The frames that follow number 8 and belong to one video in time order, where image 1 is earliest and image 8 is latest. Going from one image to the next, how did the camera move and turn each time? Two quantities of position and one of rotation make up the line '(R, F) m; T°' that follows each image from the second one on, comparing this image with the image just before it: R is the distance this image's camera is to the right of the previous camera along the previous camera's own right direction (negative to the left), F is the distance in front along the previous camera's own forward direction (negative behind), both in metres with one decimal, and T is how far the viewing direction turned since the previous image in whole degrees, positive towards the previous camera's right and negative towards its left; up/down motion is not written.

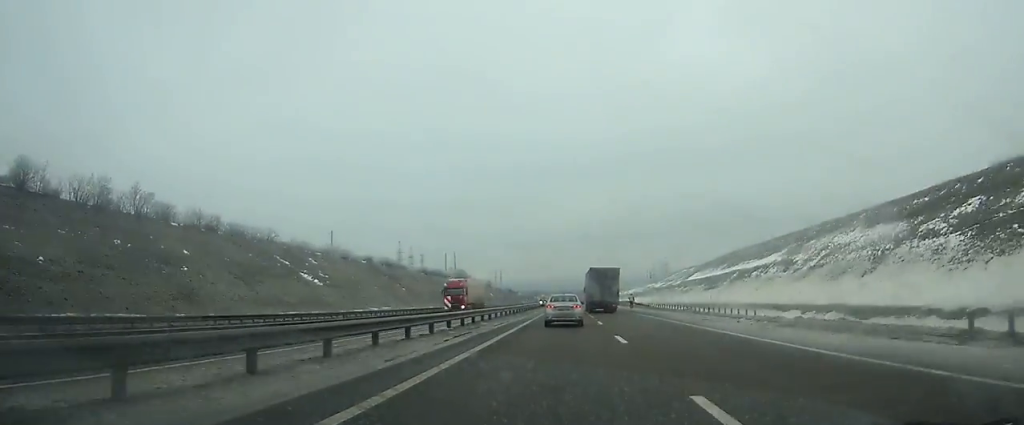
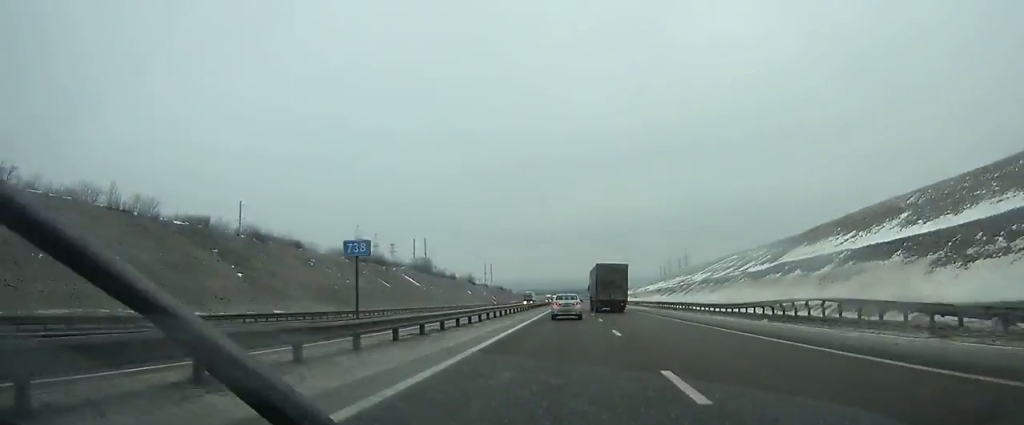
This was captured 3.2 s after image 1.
(0.0, +73.9) m; 0°
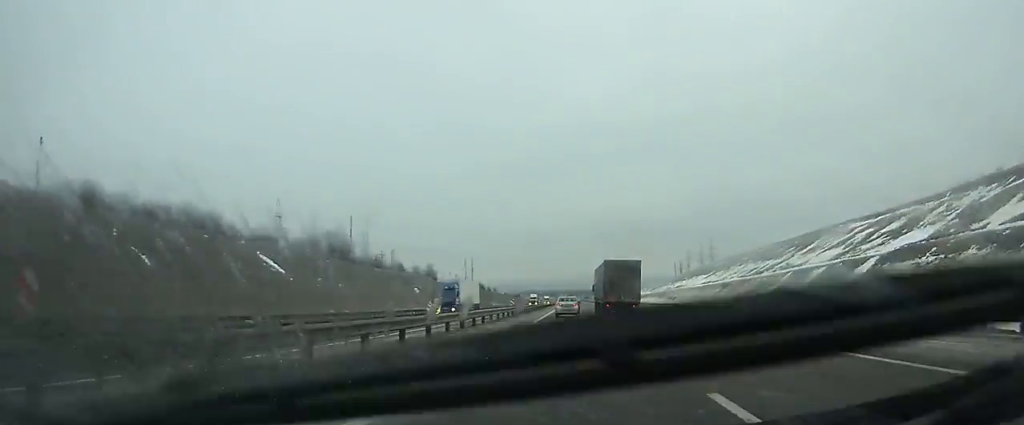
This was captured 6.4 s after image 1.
(+0.4, +78.1) m; 0°
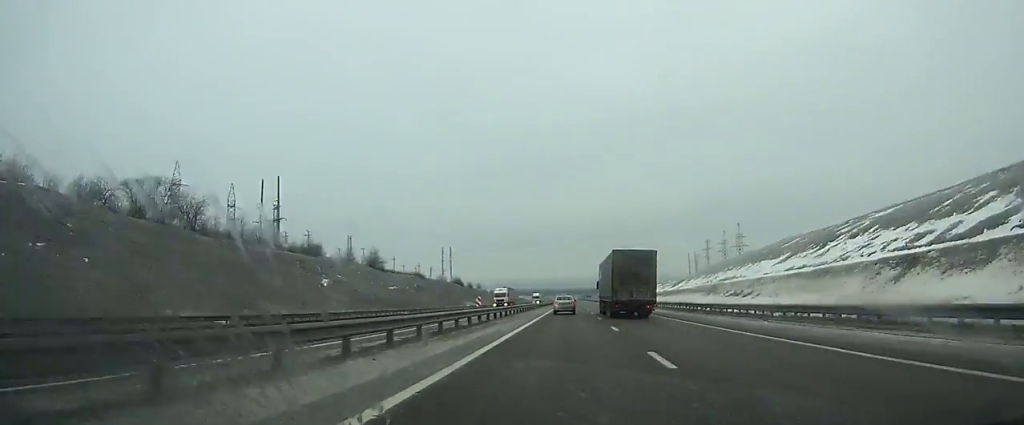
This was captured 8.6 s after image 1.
(-0.2, +56.8) m; 0°
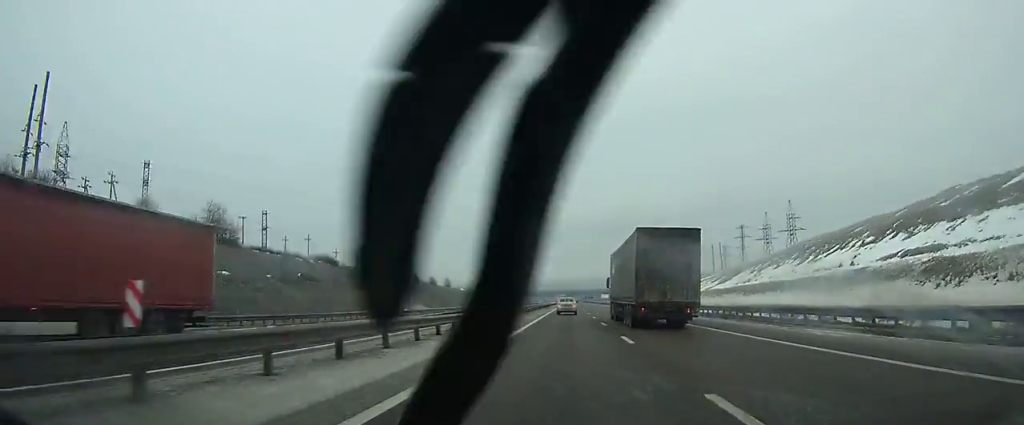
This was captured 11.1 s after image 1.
(-0.2, +66.8) m; 0°
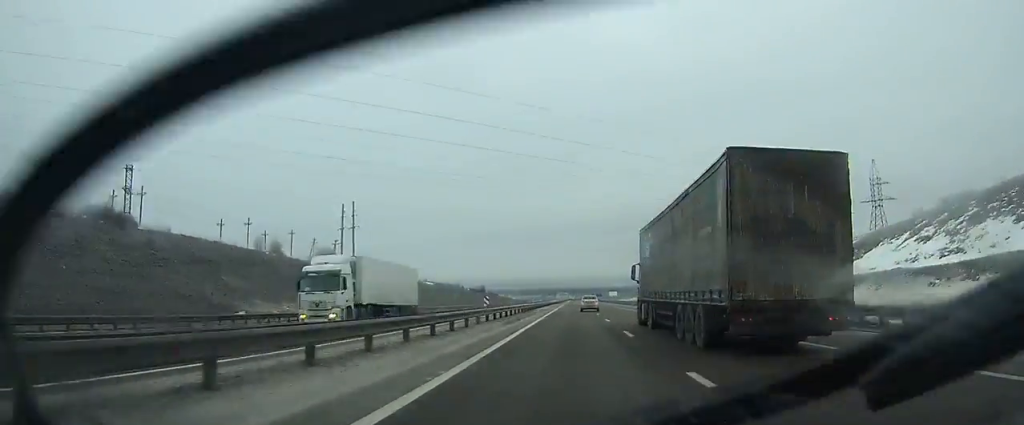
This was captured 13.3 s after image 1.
(0.0, +60.6) m; 0°
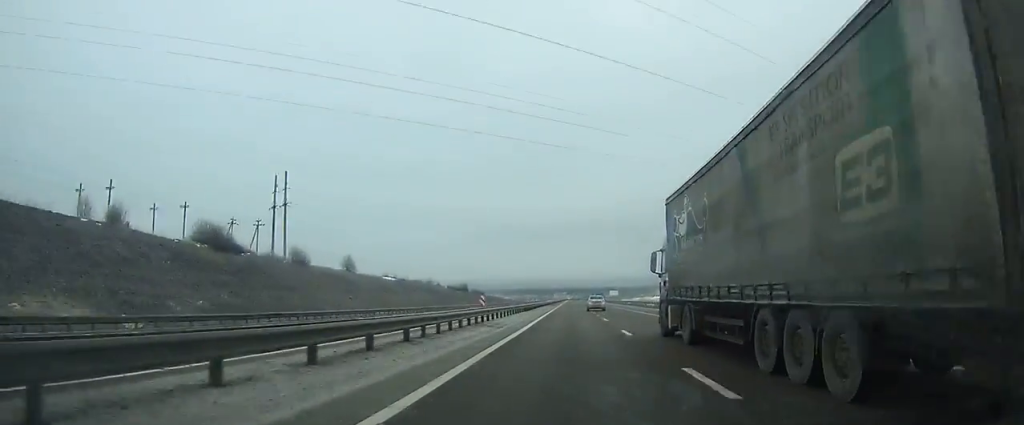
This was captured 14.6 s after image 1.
(+0.1, +36.8) m; 0°
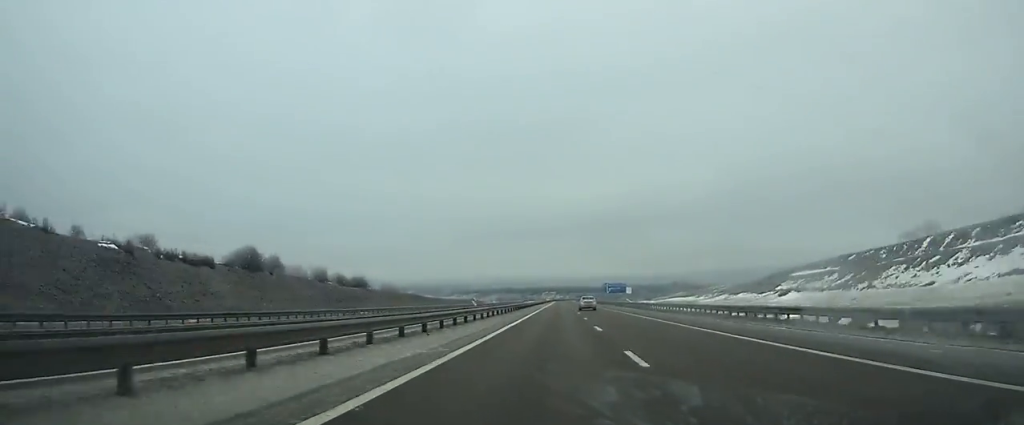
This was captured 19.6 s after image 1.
(+1.0, +144.3) m; +1°
